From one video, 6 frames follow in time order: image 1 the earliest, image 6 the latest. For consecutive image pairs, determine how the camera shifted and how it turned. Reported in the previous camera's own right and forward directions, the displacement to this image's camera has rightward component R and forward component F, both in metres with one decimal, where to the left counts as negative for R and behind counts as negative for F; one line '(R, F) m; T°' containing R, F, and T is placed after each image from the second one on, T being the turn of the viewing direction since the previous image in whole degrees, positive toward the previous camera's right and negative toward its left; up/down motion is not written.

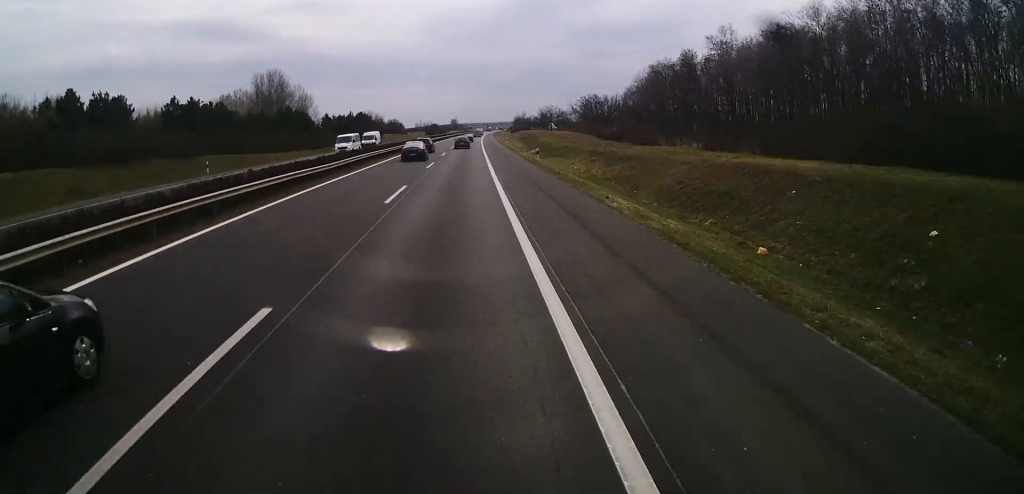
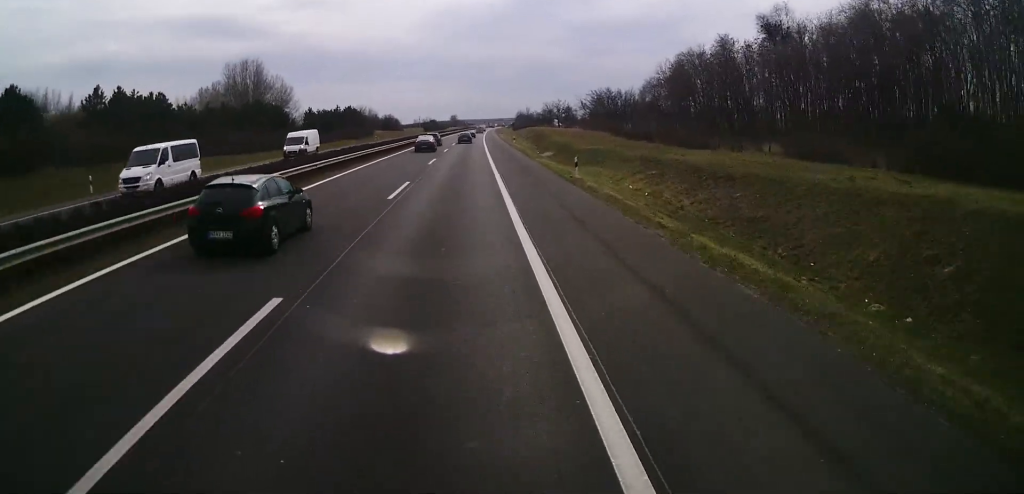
(-0.2, +17.6) m; 0°
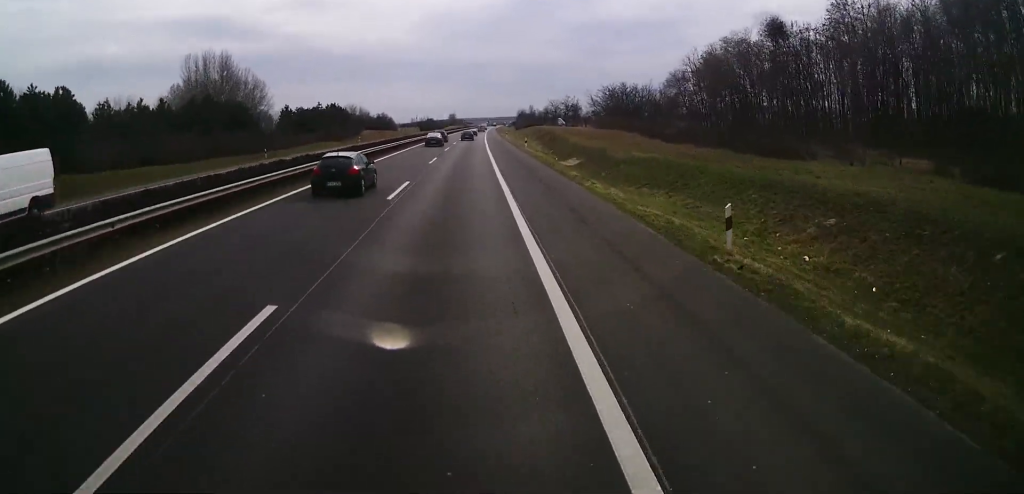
(+0.3, +18.4) m; 0°
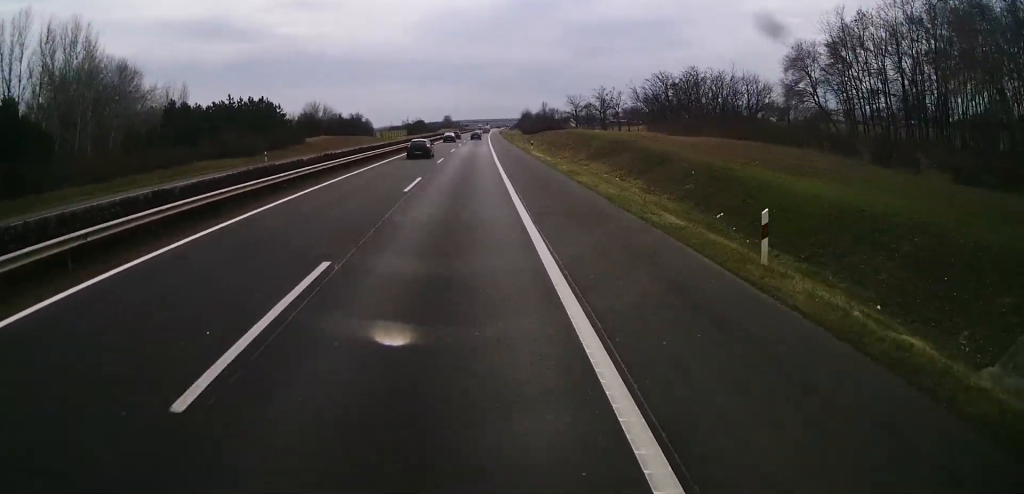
(+0.1, +51.5) m; +1°
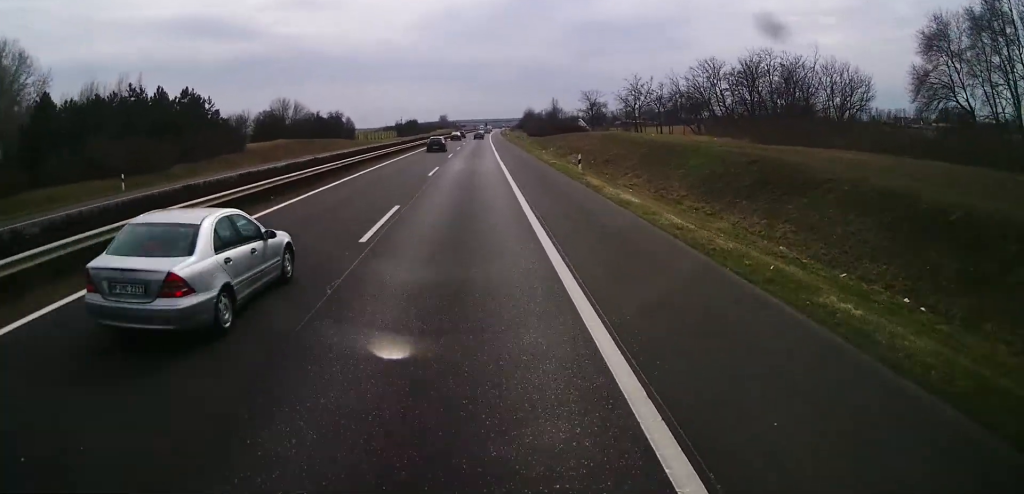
(+0.2, +27.7) m; 0°
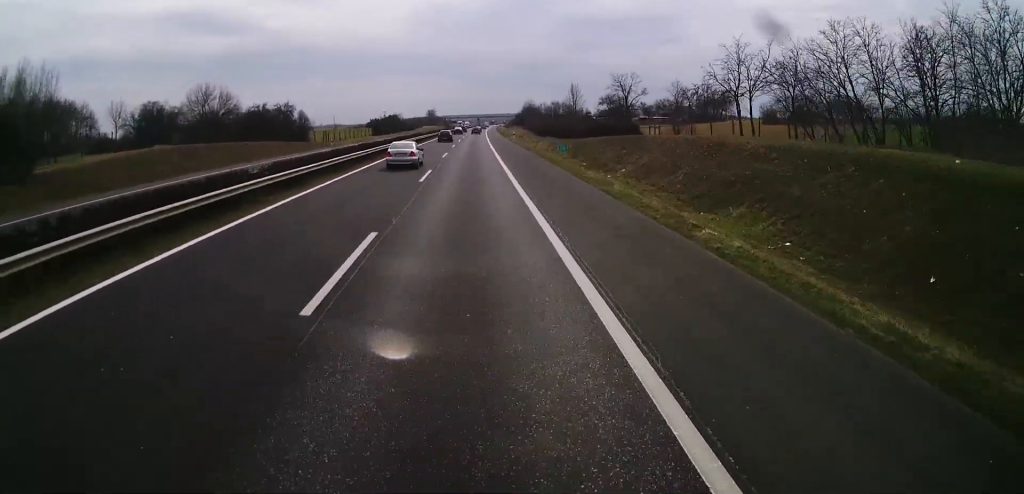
(-0.6, +41.6) m; -1°
